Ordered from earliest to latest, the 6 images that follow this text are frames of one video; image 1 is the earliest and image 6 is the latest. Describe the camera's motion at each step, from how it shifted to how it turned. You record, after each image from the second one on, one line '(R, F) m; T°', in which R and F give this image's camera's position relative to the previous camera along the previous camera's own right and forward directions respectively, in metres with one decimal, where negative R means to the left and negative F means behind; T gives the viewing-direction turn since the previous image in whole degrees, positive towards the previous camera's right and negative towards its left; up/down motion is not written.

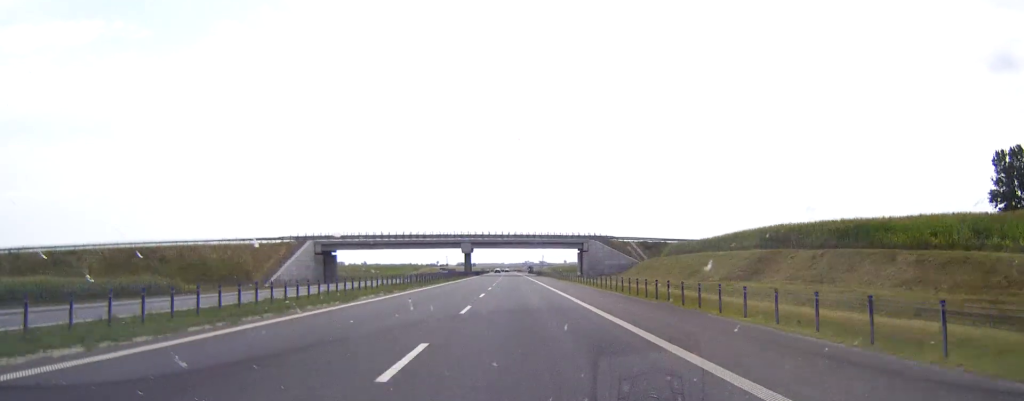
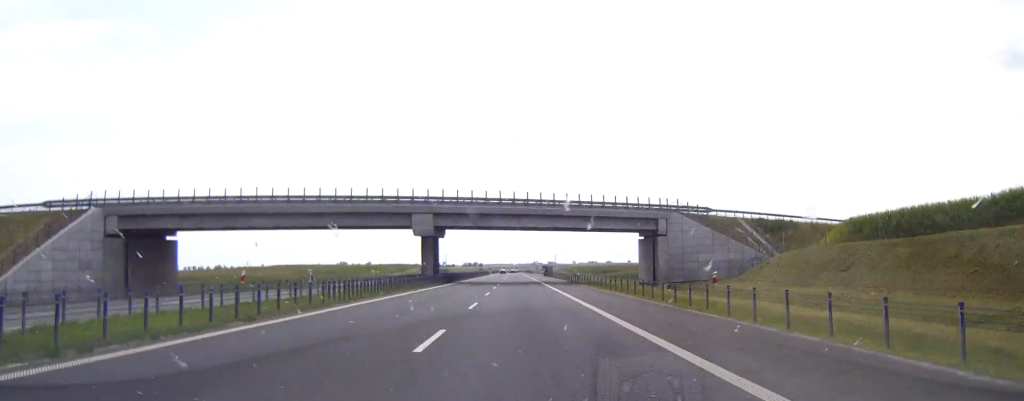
(-0.4, +69.3) m; -1°
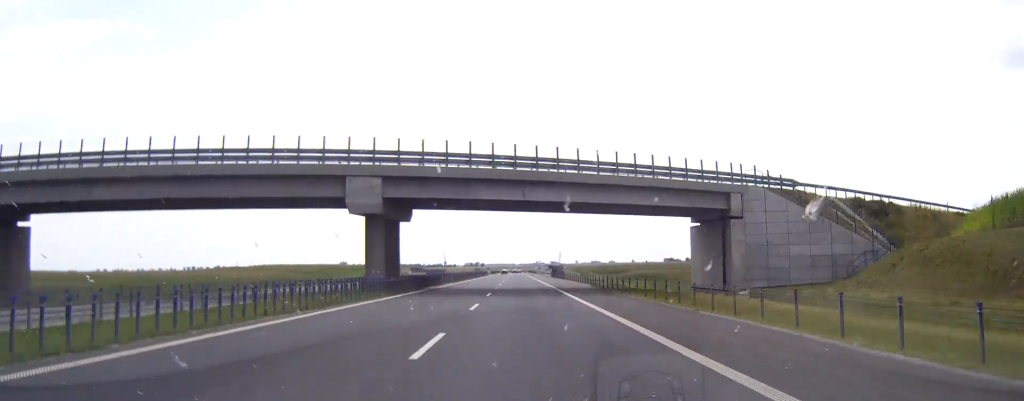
(0.0, +24.9) m; 0°
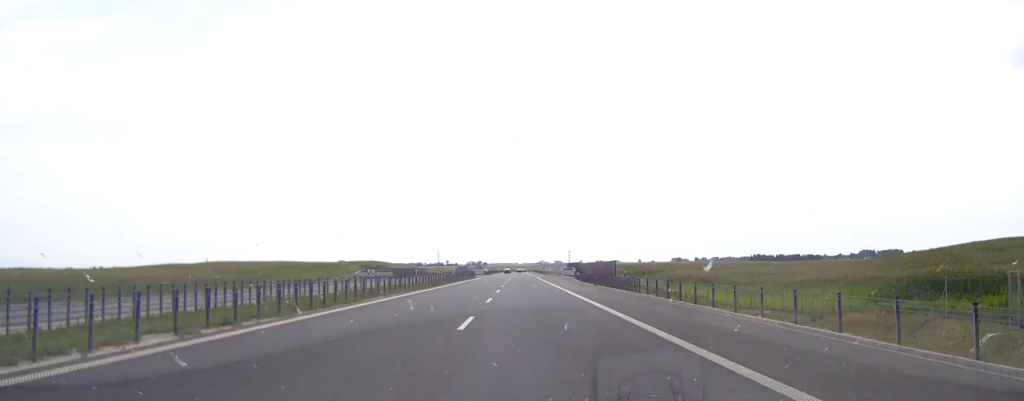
(-0.1, +55.2) m; 0°
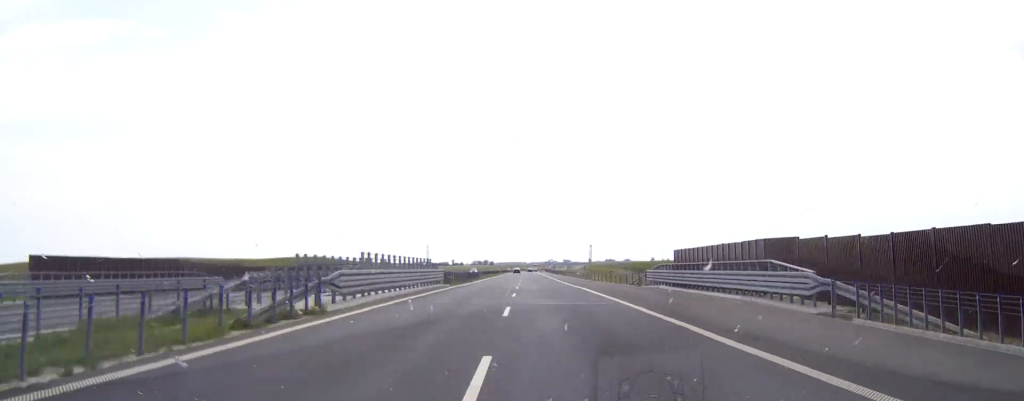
(-0.4, +80.4) m; -1°
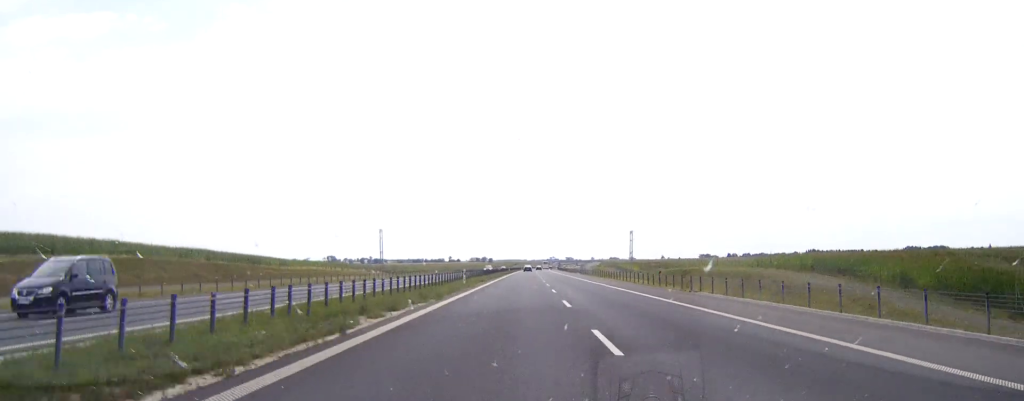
(-0.2, +116.2) m; 0°
